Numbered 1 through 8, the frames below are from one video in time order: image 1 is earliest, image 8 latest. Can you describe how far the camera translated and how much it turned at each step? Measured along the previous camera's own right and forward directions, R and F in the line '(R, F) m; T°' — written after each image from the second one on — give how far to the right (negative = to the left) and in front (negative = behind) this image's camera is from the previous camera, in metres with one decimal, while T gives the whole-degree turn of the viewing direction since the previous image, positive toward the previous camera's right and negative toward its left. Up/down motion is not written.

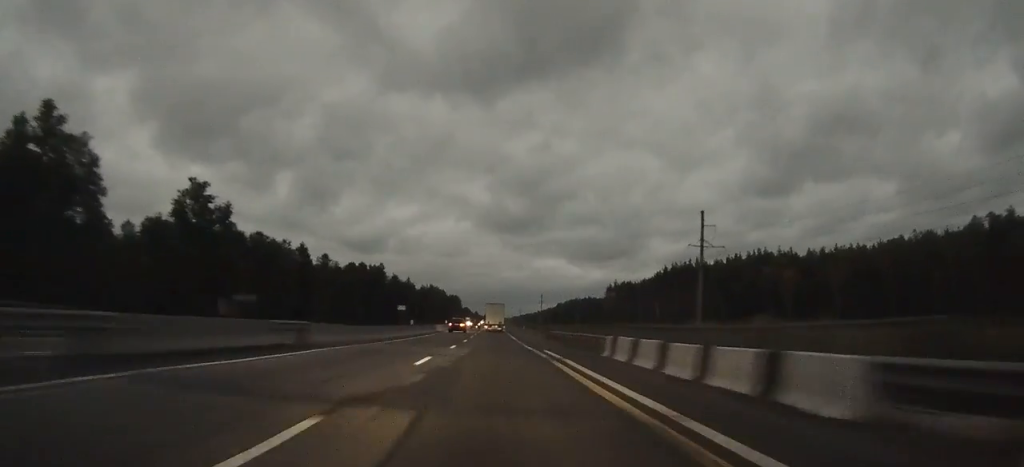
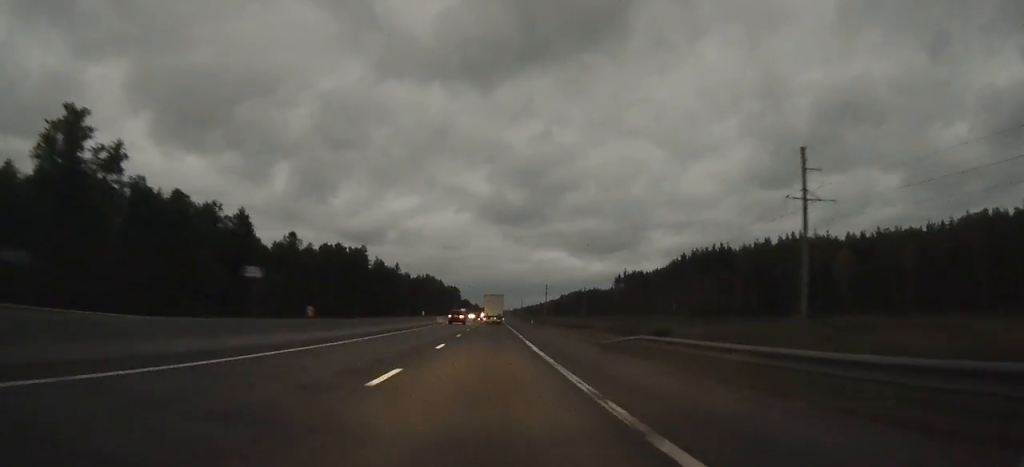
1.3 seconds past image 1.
(0.0, +29.6) m; 0°
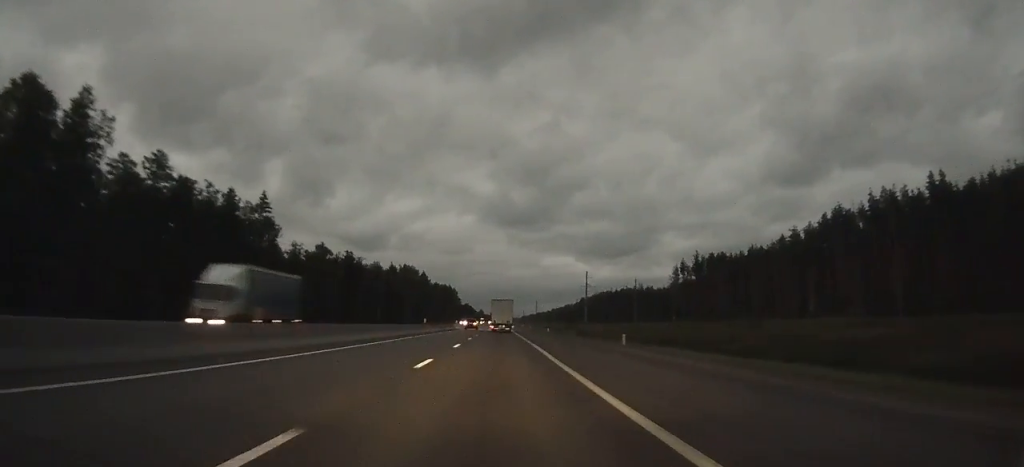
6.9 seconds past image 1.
(-1.3, +127.8) m; -1°
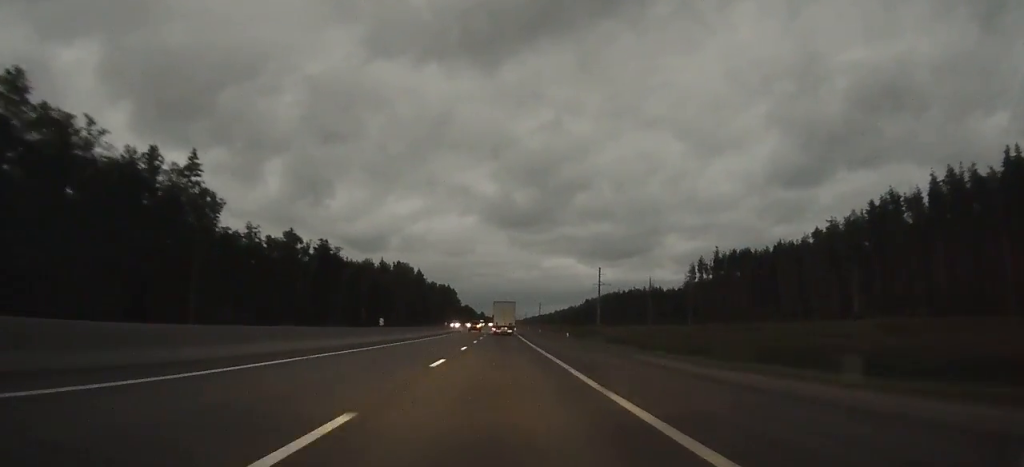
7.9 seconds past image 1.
(0.0, +22.6) m; 0°
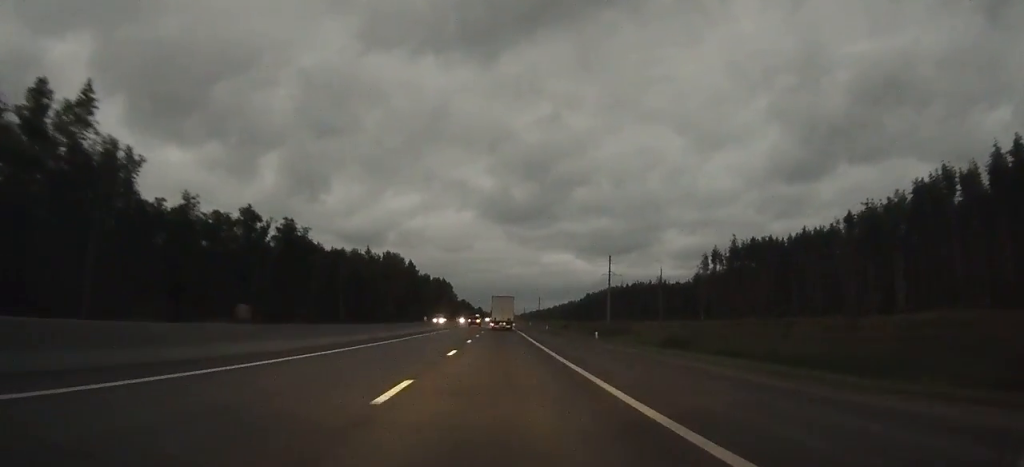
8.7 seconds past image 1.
(-0.1, +19.5) m; 0°
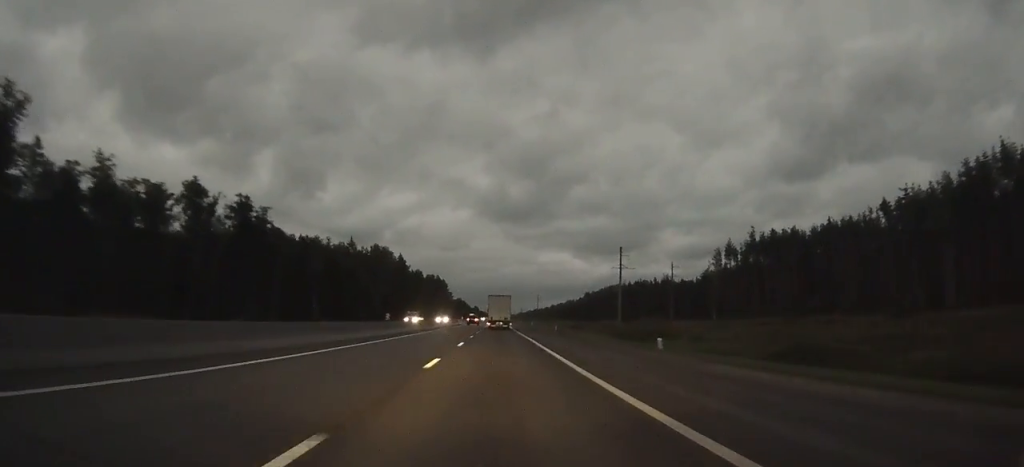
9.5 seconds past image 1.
(-0.1, +17.9) m; 0°
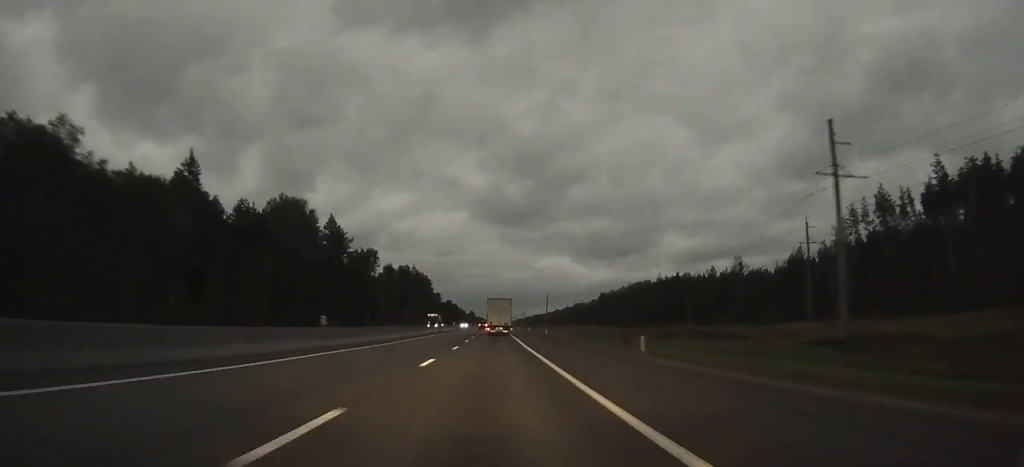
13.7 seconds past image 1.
(+0.6, +93.6) m; +1°
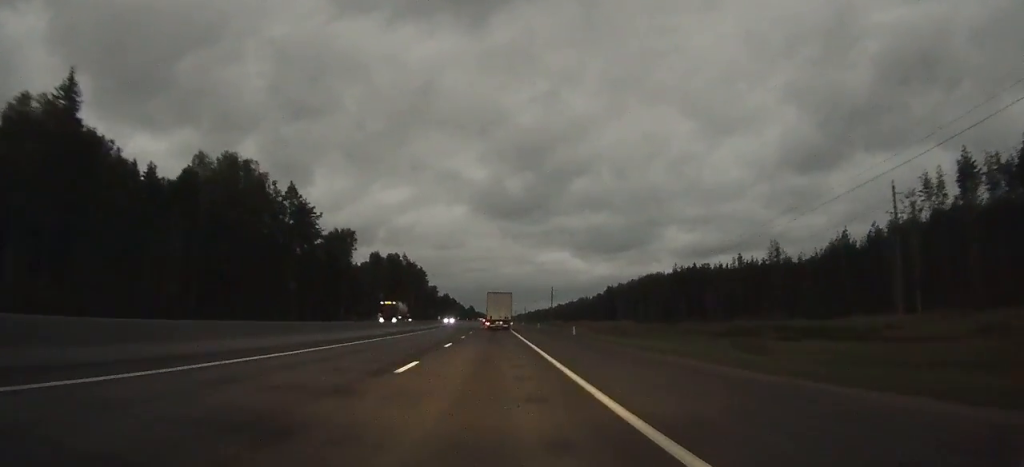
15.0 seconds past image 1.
(+0.2, +27.9) m; 0°
